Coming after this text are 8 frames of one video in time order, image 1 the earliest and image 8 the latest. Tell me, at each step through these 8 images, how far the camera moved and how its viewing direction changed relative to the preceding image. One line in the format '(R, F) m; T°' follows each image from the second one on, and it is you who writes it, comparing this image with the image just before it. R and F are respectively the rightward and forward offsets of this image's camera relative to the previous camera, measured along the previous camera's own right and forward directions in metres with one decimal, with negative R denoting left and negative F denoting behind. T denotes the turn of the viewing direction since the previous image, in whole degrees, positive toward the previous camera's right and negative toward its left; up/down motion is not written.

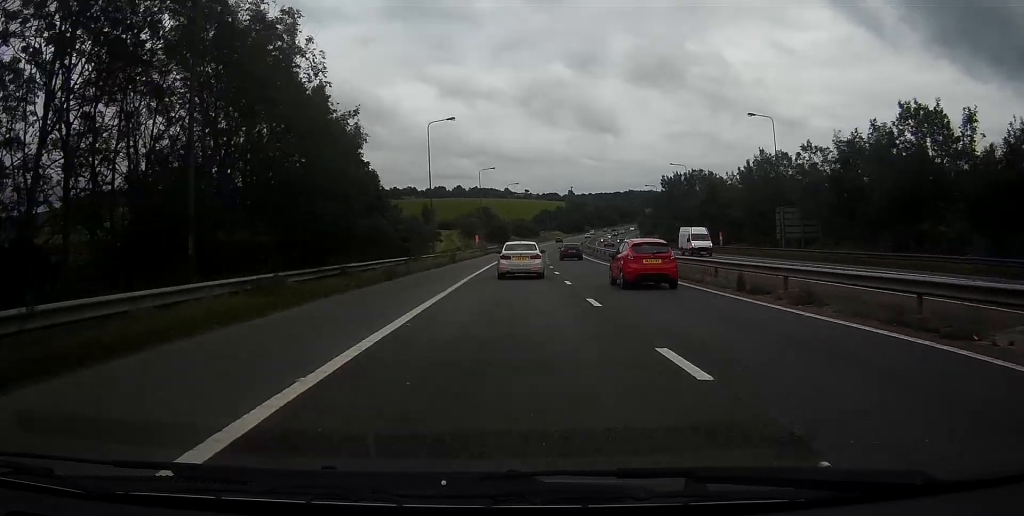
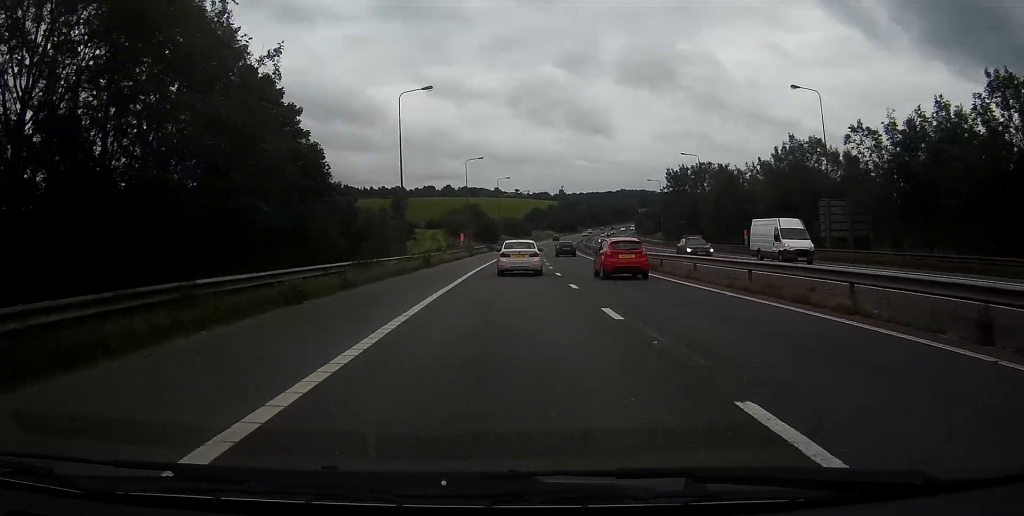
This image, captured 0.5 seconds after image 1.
(0.0, +12.0) m; 0°
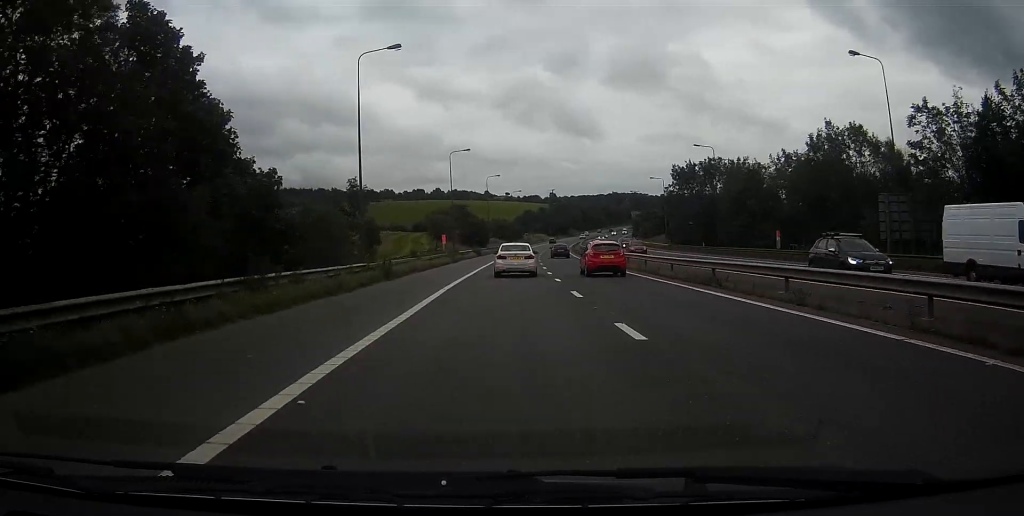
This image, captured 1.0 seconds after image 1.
(0.0, +11.3) m; 0°
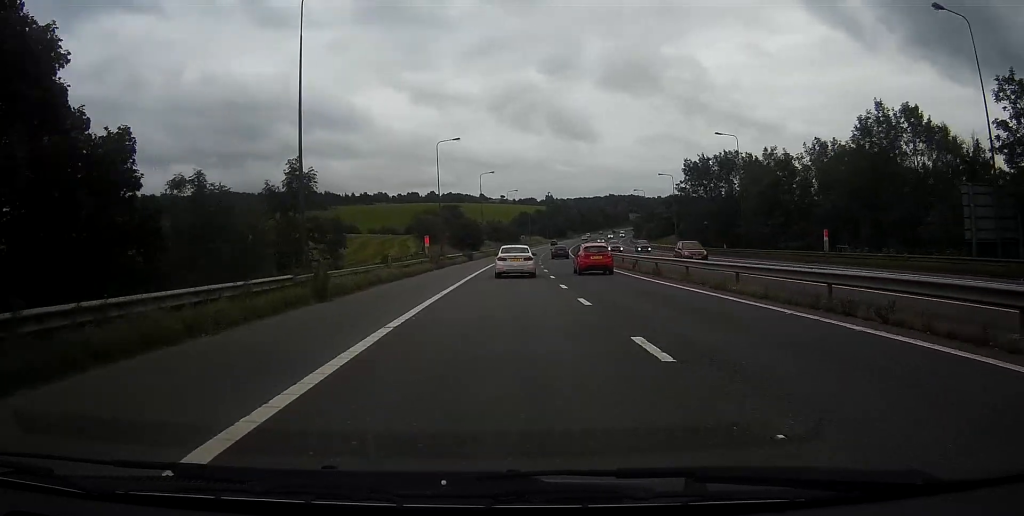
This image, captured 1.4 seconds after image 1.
(0.0, +10.5) m; 0°
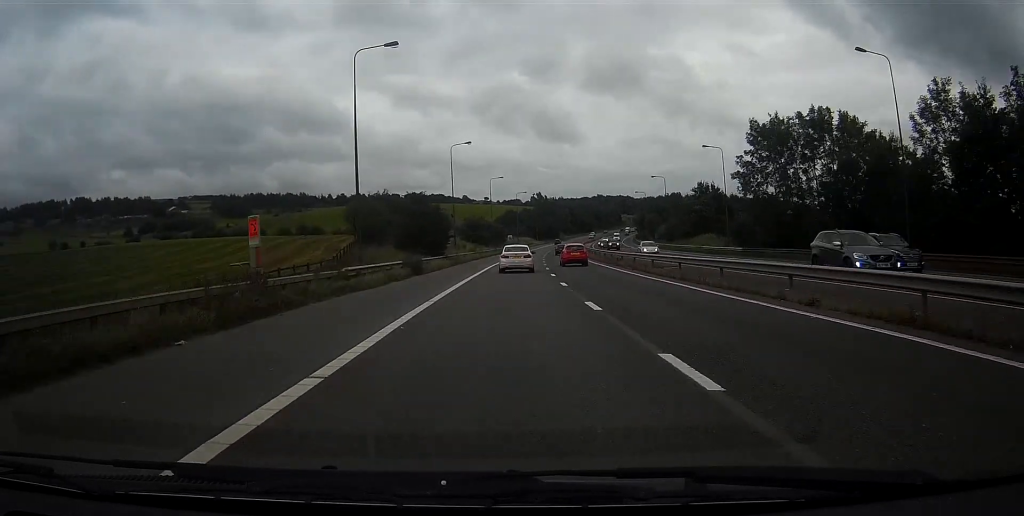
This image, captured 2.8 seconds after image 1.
(0.0, +34.0) m; 0°
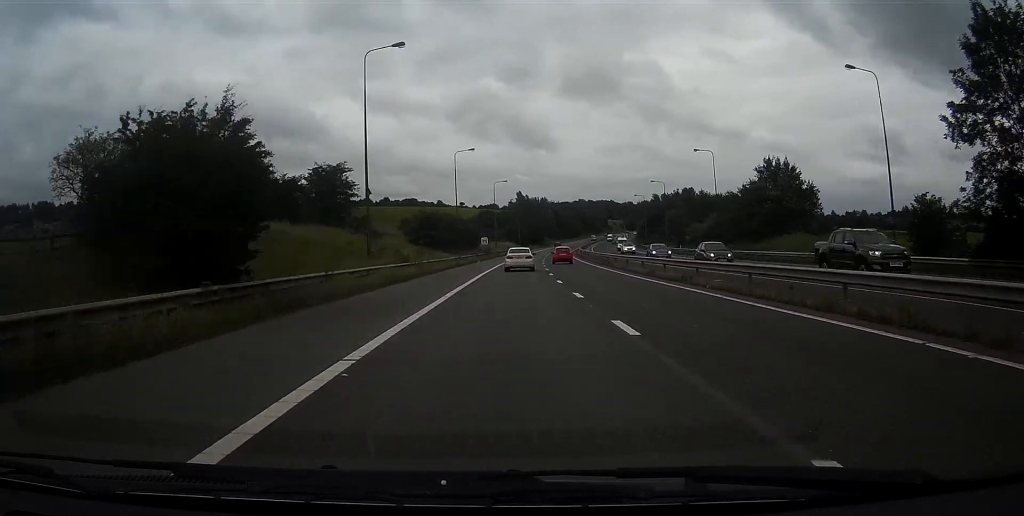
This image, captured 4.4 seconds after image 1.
(0.0, +40.3) m; 0°
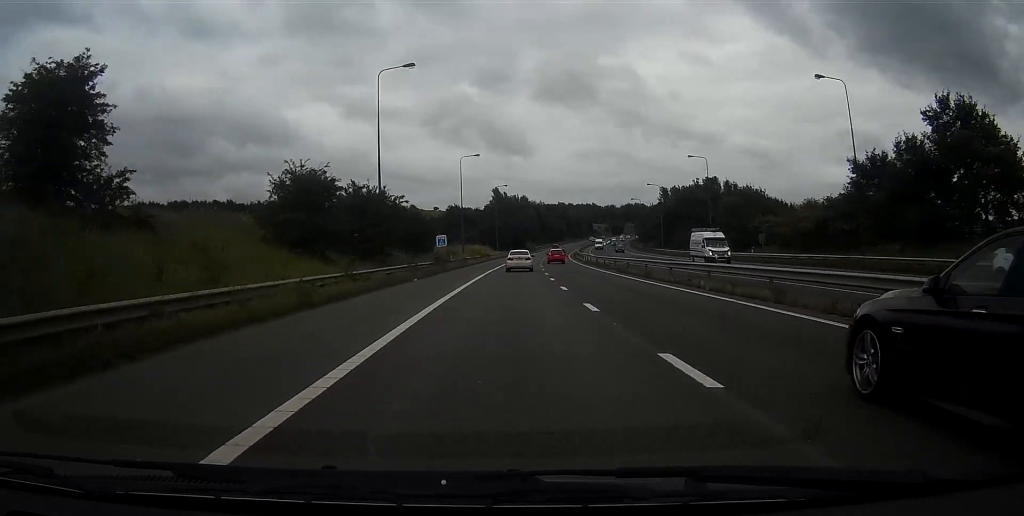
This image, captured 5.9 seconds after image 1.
(0.0, +39.0) m; 0°
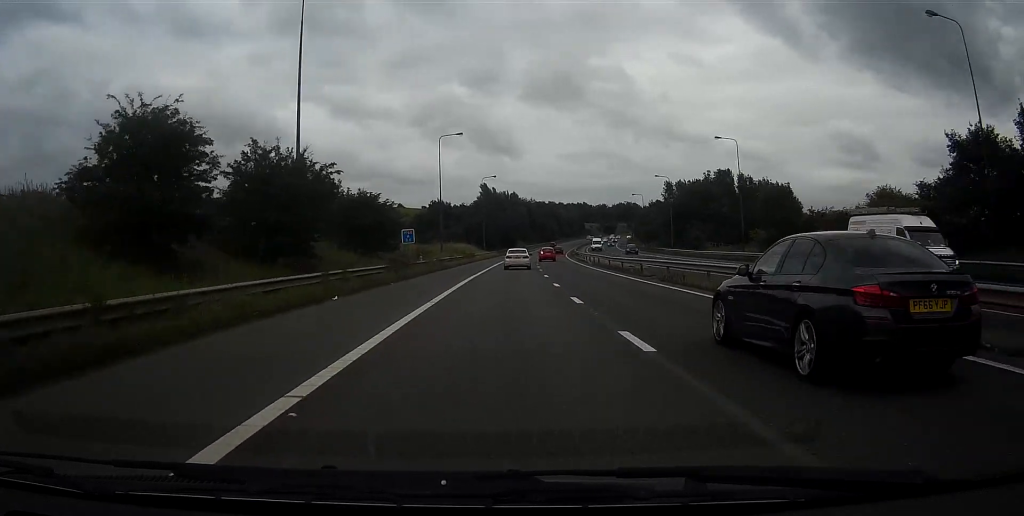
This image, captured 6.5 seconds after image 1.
(0.0, +15.3) m; 0°
